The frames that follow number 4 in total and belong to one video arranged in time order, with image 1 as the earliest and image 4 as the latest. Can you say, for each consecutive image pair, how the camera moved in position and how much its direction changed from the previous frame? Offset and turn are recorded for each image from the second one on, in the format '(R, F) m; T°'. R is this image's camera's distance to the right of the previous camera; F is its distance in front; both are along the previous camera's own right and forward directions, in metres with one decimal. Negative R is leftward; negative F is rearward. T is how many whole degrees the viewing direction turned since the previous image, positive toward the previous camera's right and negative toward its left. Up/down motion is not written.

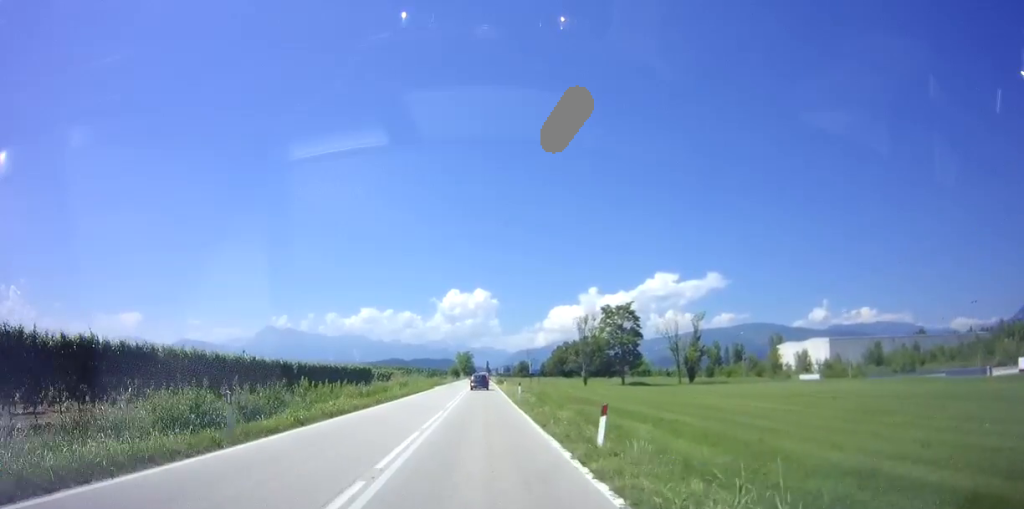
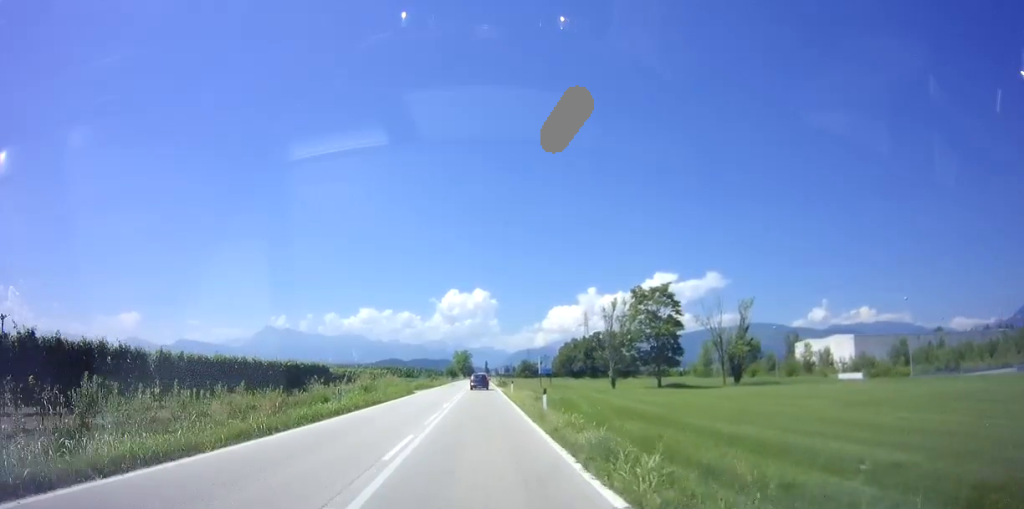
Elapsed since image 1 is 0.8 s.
(0.0, +14.9) m; 0°
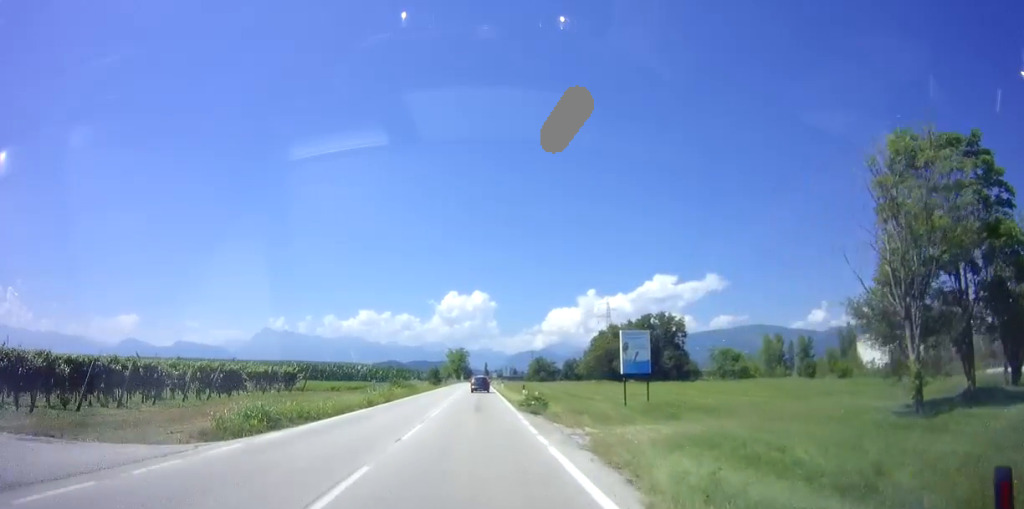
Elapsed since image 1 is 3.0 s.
(+0.1, +38.7) m; 0°
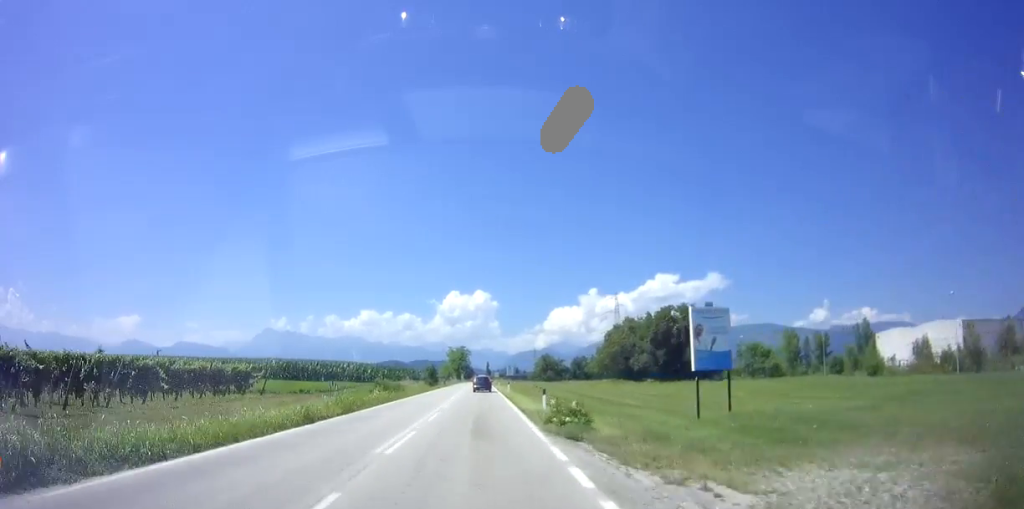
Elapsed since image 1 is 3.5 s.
(+0.1, +9.5) m; 0°
